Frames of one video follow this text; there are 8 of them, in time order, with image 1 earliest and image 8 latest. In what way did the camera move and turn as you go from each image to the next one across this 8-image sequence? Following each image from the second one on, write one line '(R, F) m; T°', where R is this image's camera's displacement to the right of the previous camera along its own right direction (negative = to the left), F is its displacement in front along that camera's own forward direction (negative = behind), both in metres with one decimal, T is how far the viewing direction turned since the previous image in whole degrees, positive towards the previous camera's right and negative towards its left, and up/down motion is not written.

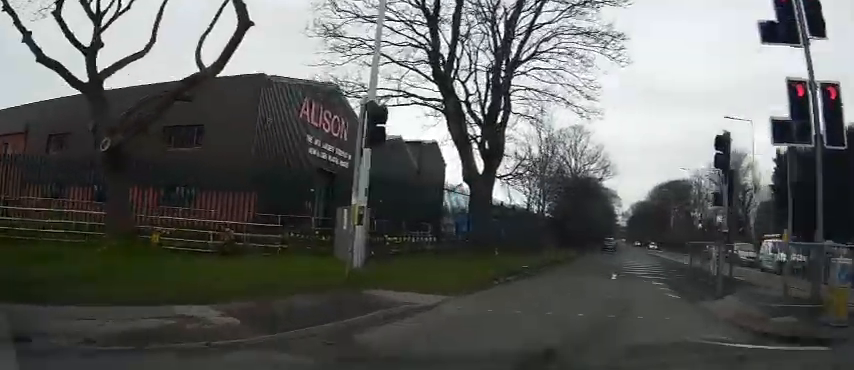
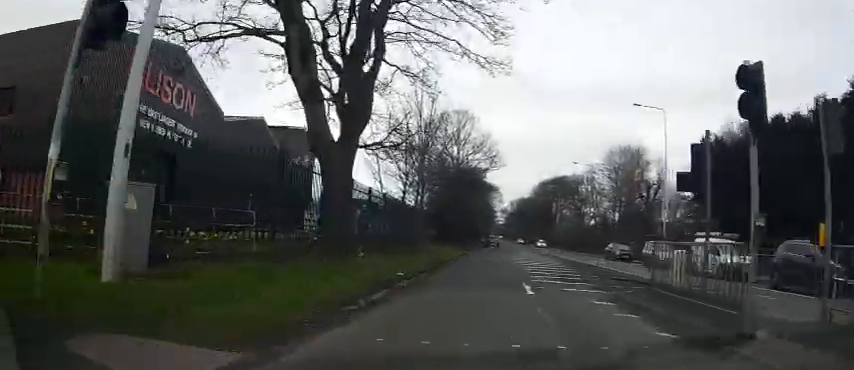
(+0.4, +4.9) m; +13°
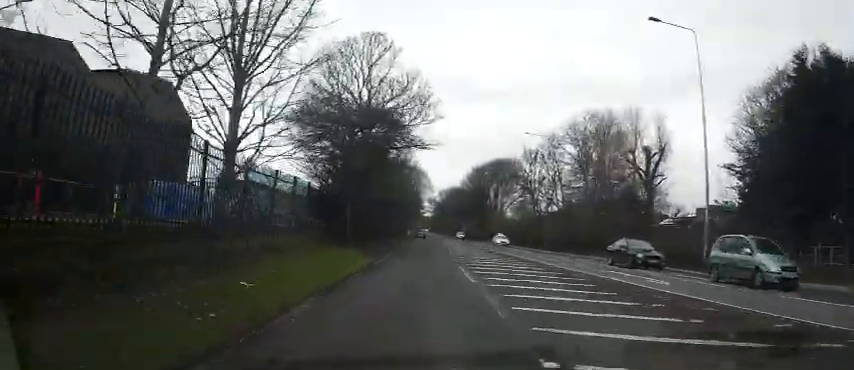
(+3.2, +15.5) m; +14°
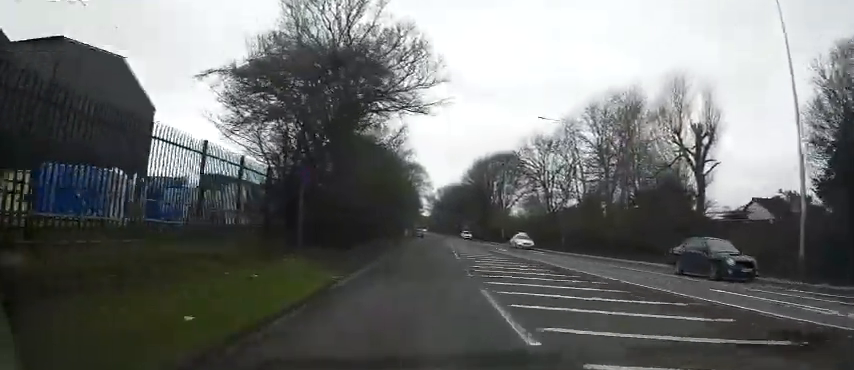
(-0.1, +7.5) m; 0°
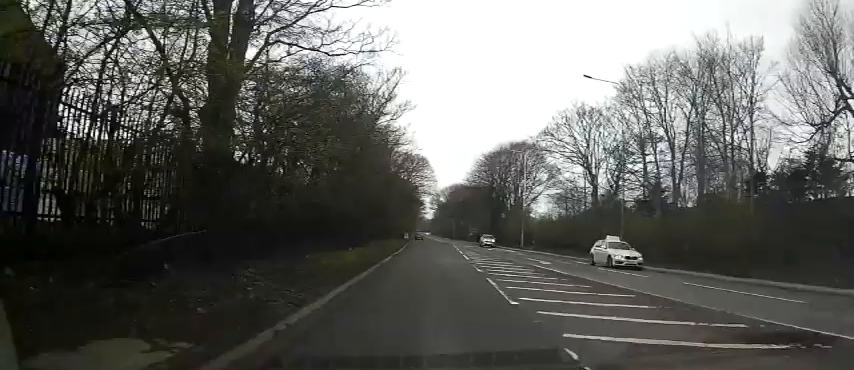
(0.0, +13.9) m; 0°
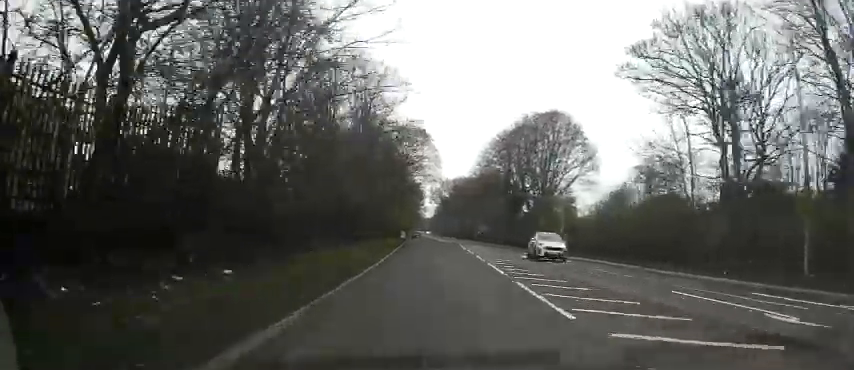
(-0.2, +18.9) m; -2°
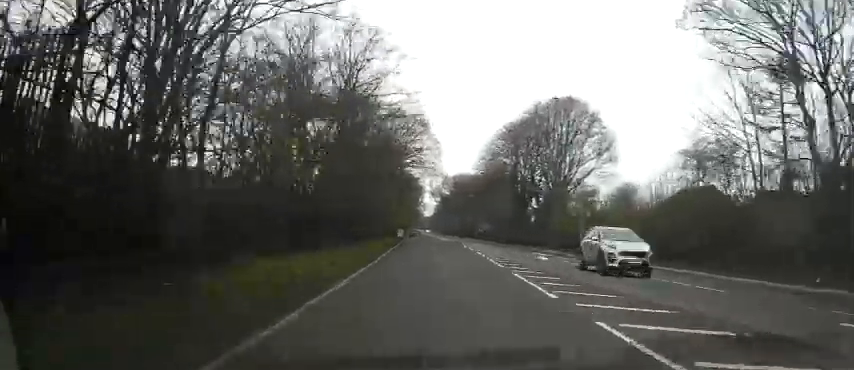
(0.0, +6.1) m; 0°
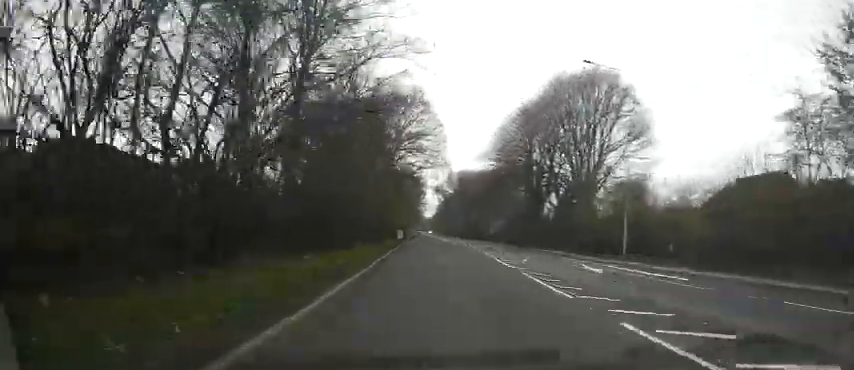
(0.0, +8.5) m; 0°
